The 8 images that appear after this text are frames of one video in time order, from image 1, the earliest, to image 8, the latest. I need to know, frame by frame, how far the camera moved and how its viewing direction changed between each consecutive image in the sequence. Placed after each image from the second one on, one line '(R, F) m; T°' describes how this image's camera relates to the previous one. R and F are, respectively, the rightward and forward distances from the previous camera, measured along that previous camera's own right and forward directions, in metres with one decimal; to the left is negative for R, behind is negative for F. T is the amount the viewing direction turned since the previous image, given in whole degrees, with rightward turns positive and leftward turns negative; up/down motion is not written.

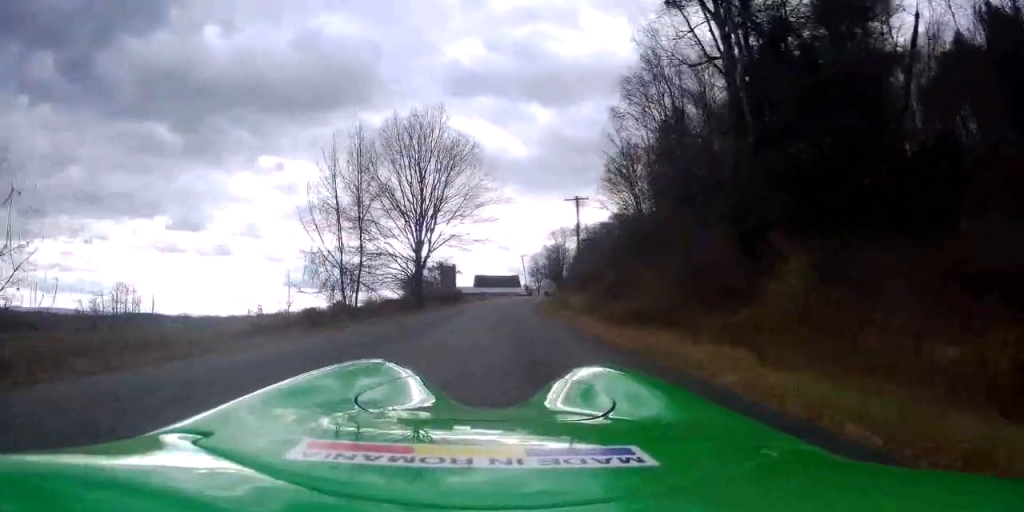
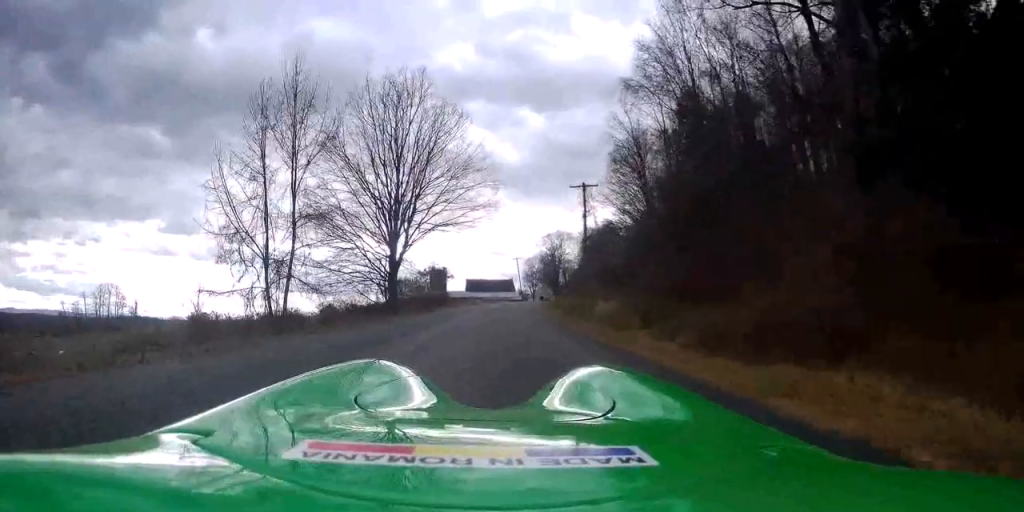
(0.0, +8.5) m; 0°
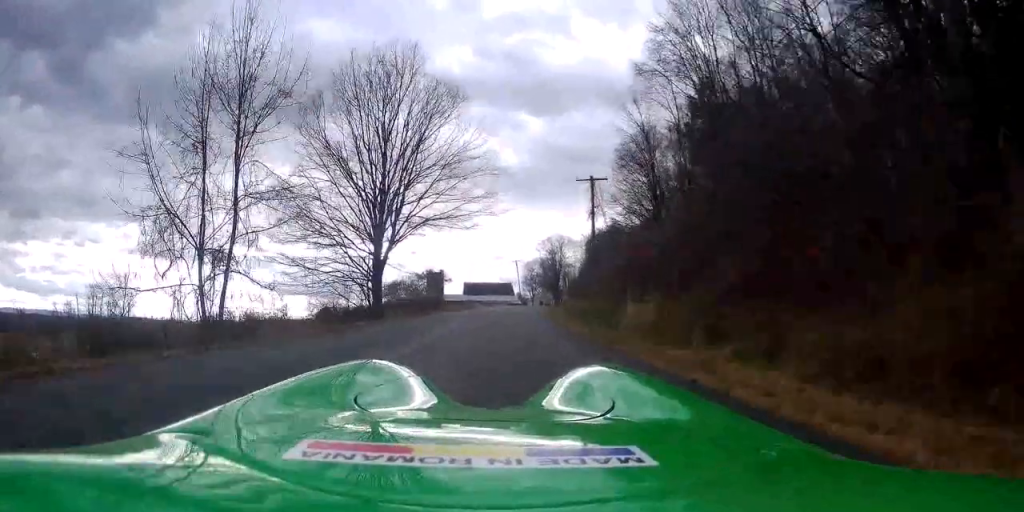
(0.0, +4.7) m; 0°
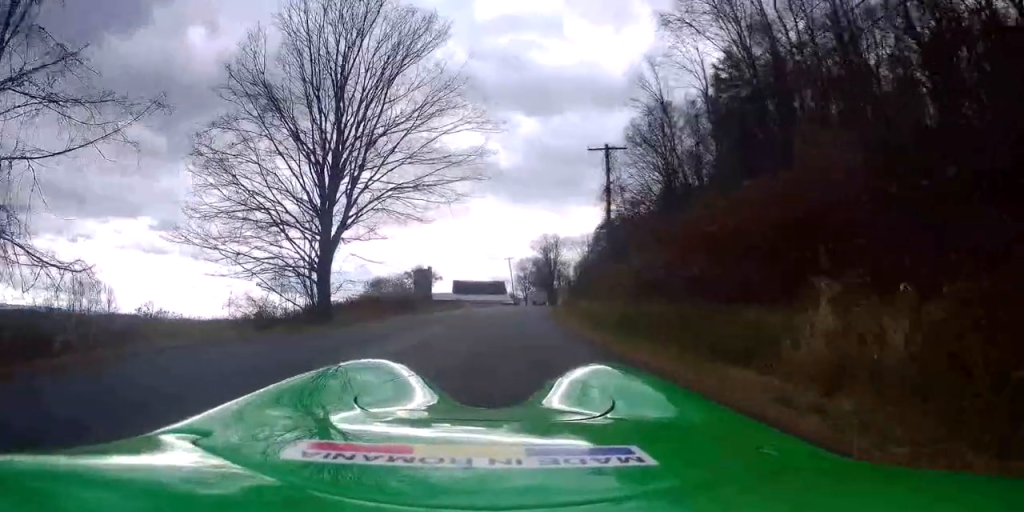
(+0.1, +9.4) m; +2°
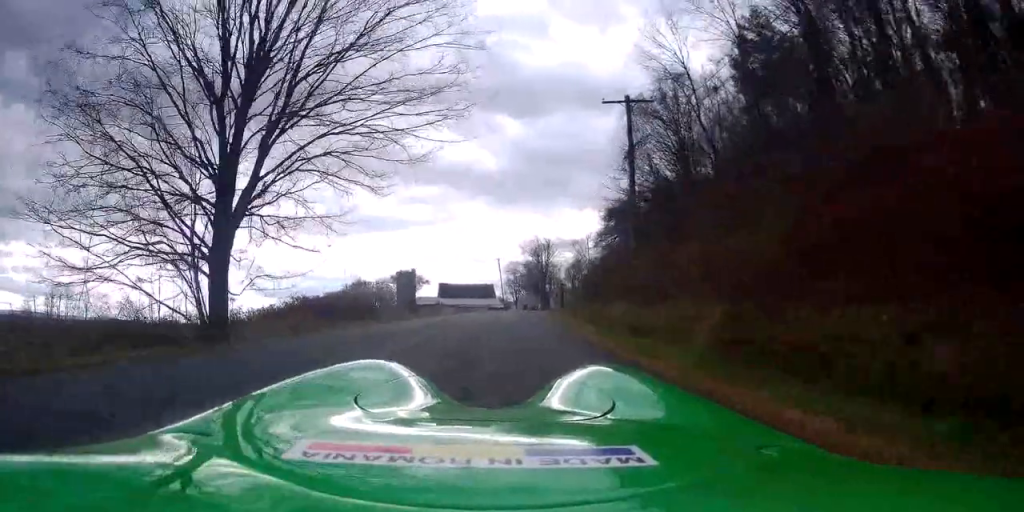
(+0.2, +9.7) m; 0°
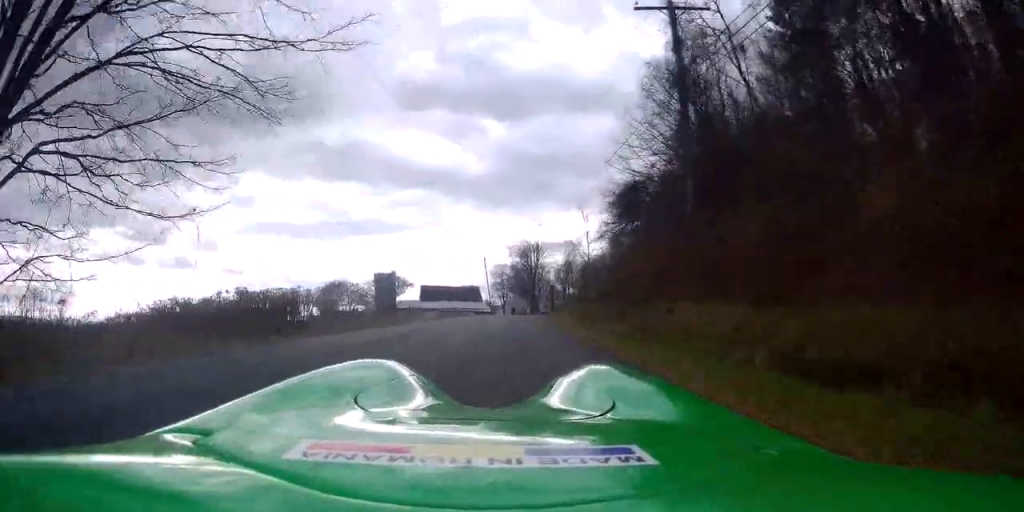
(-0.1, +9.9) m; +1°
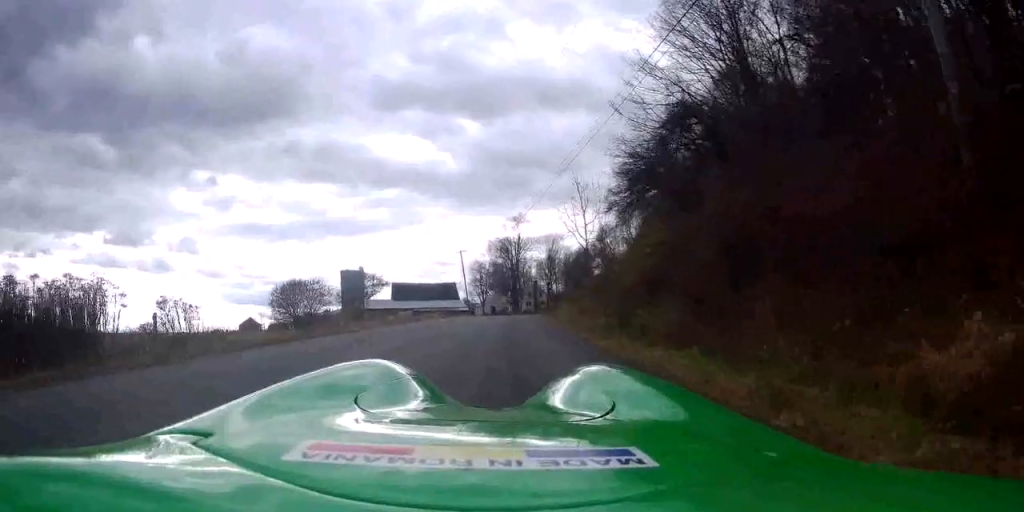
(+0.1, +11.8) m; +3°
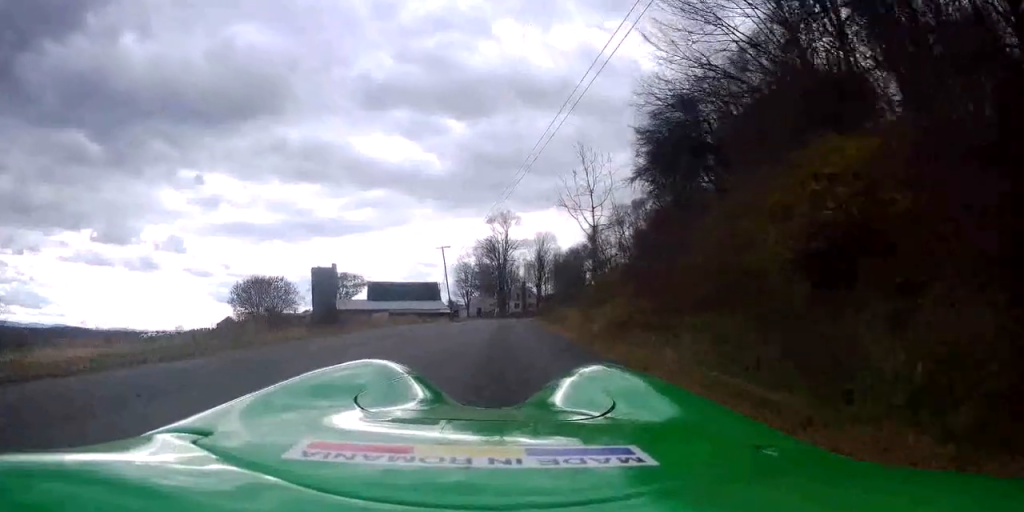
(+0.6, +9.8) m; +2°
